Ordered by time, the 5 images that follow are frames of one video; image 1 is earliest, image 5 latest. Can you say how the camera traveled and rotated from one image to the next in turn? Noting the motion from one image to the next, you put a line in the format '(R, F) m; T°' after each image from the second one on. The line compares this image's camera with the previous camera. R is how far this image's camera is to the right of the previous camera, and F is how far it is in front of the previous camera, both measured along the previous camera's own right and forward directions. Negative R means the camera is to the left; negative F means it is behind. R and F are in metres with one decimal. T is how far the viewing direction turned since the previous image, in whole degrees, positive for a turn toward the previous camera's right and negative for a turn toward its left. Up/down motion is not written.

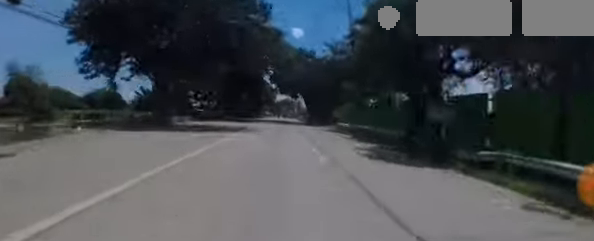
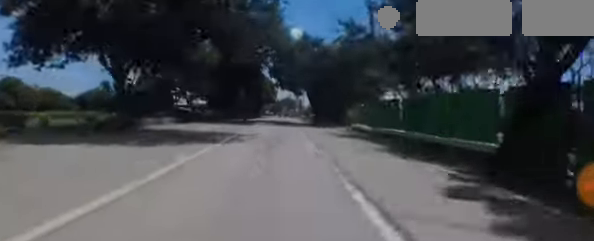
(+0.2, +6.6) m; 0°
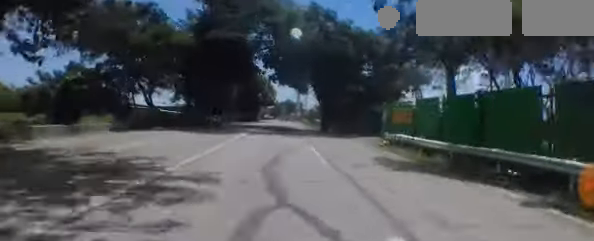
(-0.3, +11.0) m; -1°
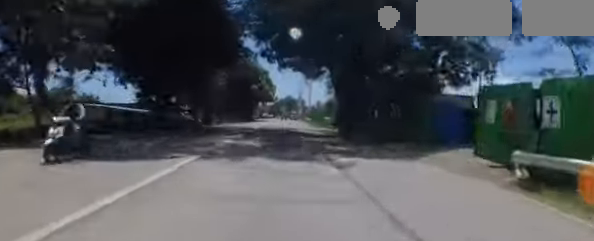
(-0.1, +11.6) m; 0°
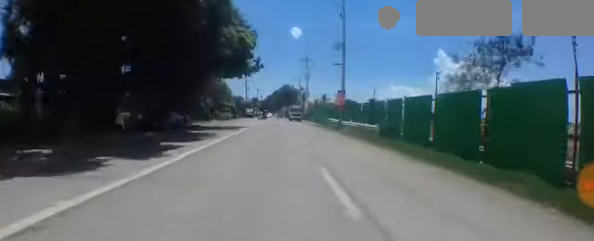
(+1.5, +46.7) m; +1°
